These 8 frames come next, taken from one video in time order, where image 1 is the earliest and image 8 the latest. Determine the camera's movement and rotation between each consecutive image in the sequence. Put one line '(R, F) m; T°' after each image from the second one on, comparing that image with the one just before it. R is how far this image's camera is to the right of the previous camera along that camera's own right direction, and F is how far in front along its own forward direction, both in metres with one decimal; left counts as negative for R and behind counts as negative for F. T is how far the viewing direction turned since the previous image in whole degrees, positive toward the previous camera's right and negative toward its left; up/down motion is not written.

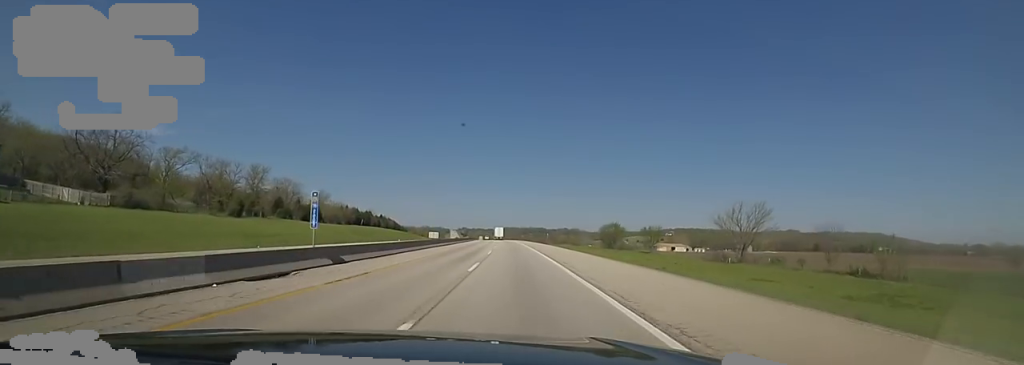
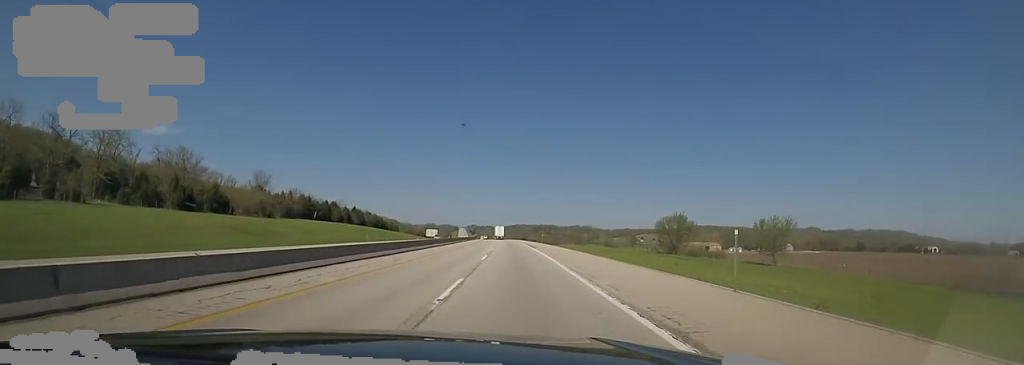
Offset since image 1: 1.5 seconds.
(-1.3, +53.7) m; -1°
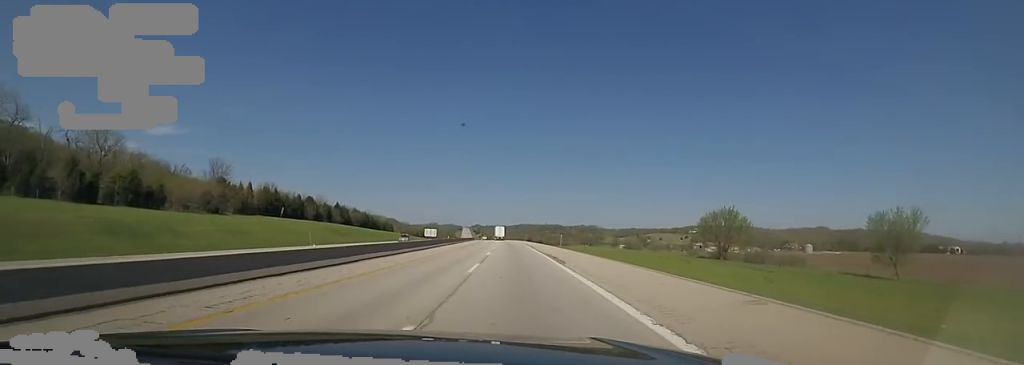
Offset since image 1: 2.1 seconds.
(+1.0, +22.8) m; 0°
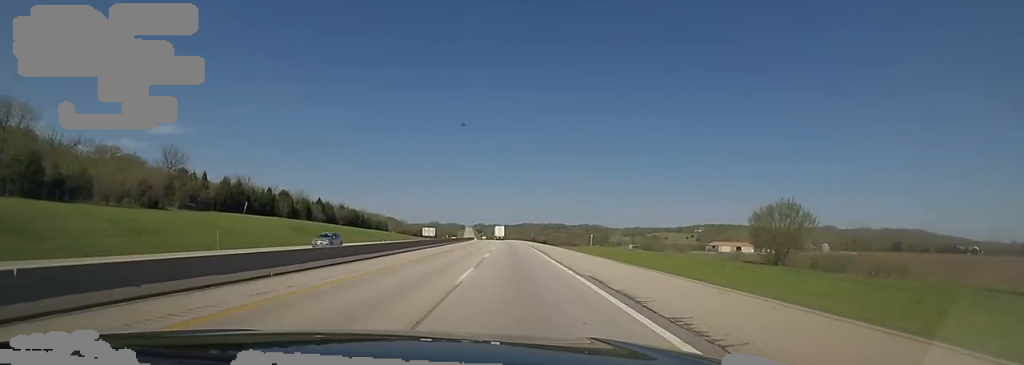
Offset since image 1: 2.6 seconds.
(-0.7, +18.0) m; -1°
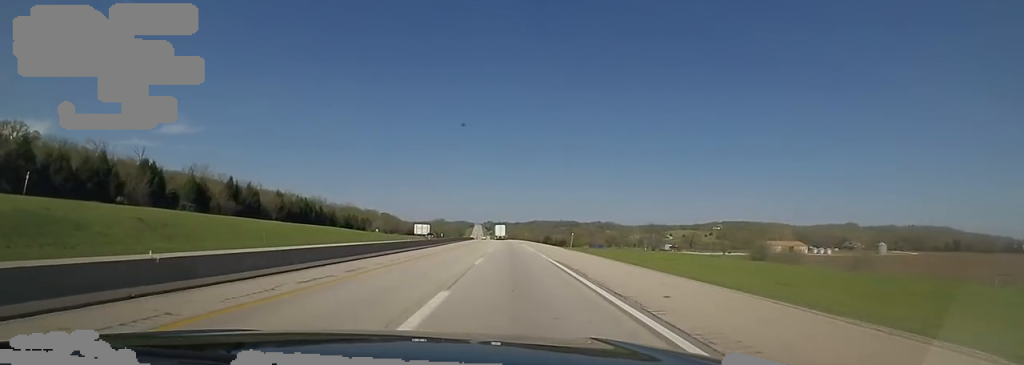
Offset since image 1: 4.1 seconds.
(-1.2, +53.0) m; -1°
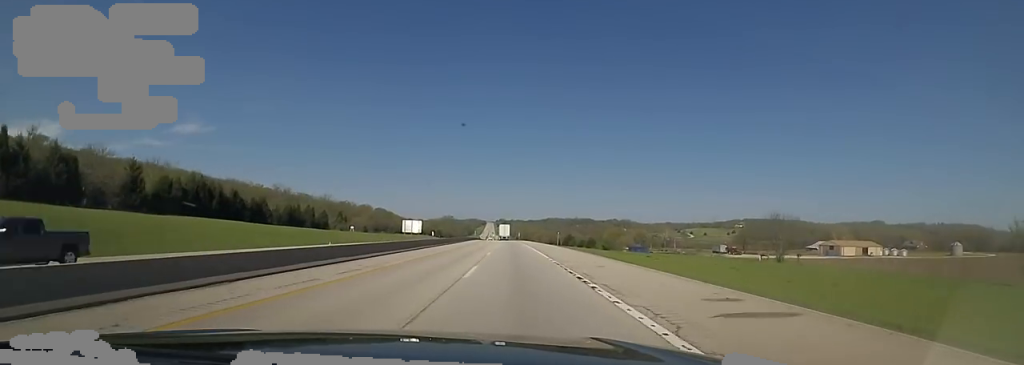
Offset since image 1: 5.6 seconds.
(0.0, +52.9) m; 0°
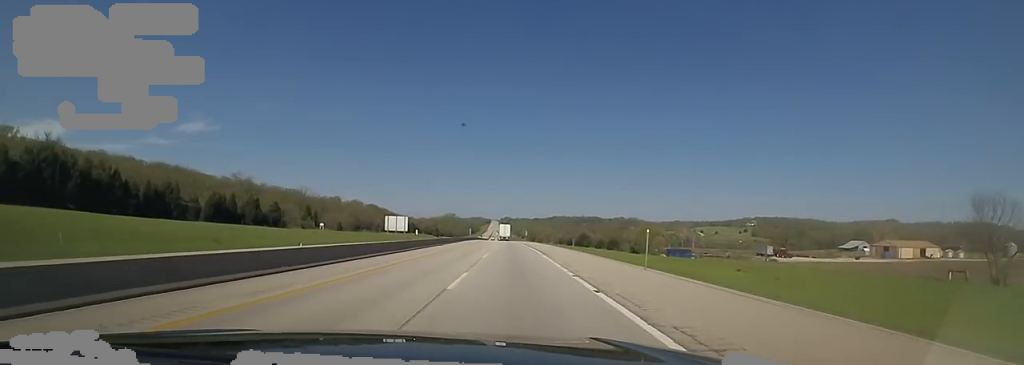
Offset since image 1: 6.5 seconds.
(0.0, +33.7) m; -1°
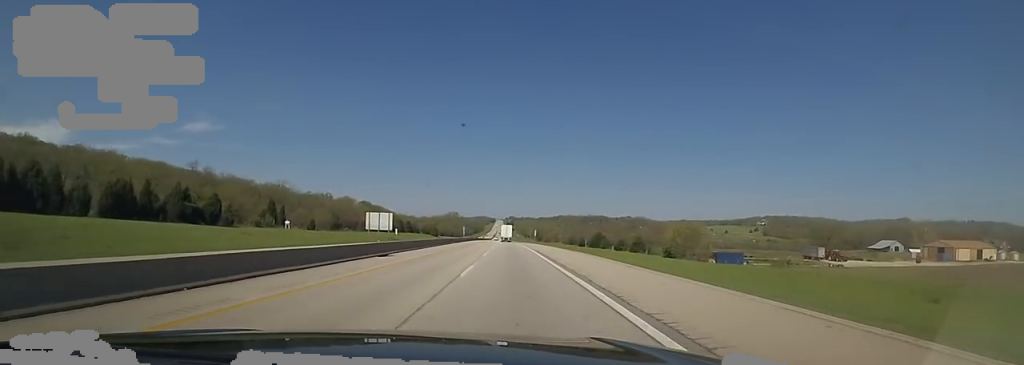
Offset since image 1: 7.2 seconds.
(+0.2, +26.4) m; -2°
